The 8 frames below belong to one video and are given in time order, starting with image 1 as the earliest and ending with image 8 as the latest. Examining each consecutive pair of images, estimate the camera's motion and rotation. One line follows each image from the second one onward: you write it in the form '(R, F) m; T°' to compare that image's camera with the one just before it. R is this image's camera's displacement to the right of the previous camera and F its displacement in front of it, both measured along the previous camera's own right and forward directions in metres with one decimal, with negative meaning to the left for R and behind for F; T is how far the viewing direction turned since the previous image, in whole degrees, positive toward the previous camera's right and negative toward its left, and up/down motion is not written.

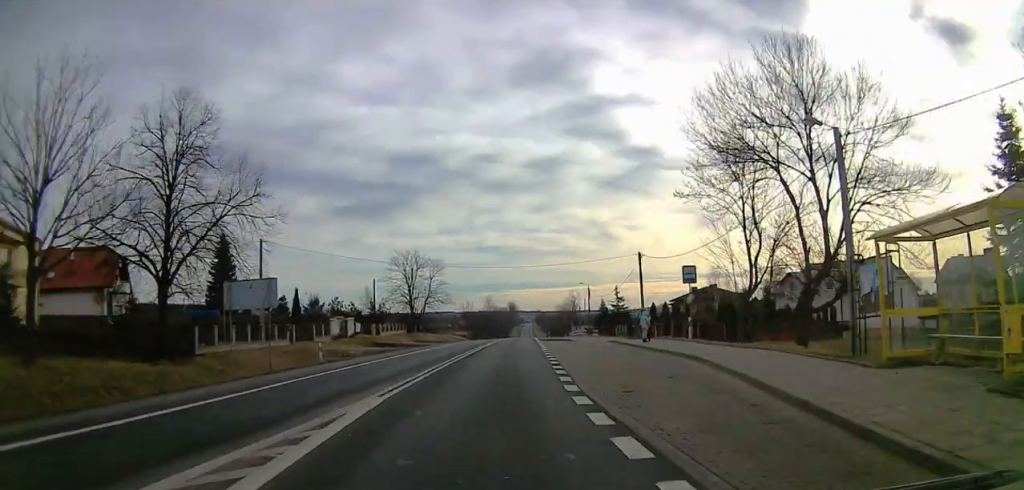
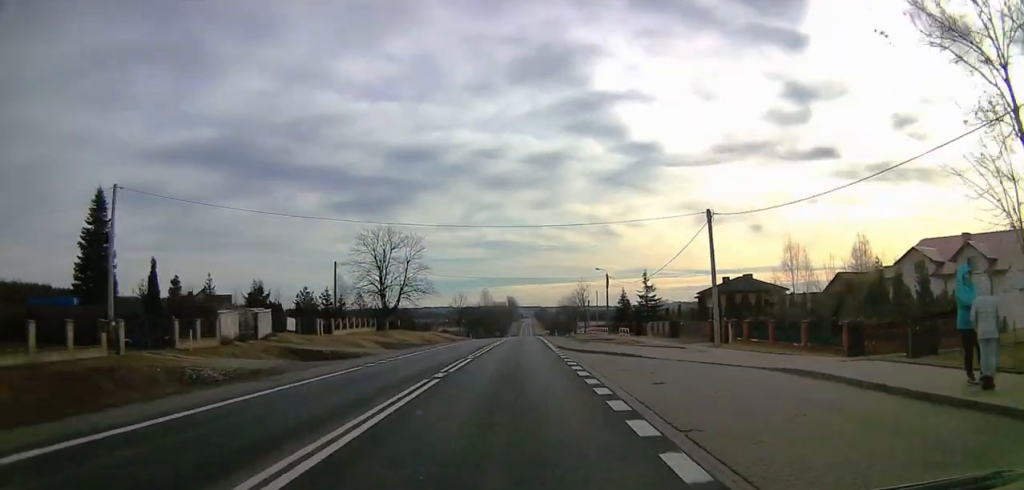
(+0.7, +22.8) m; +1°
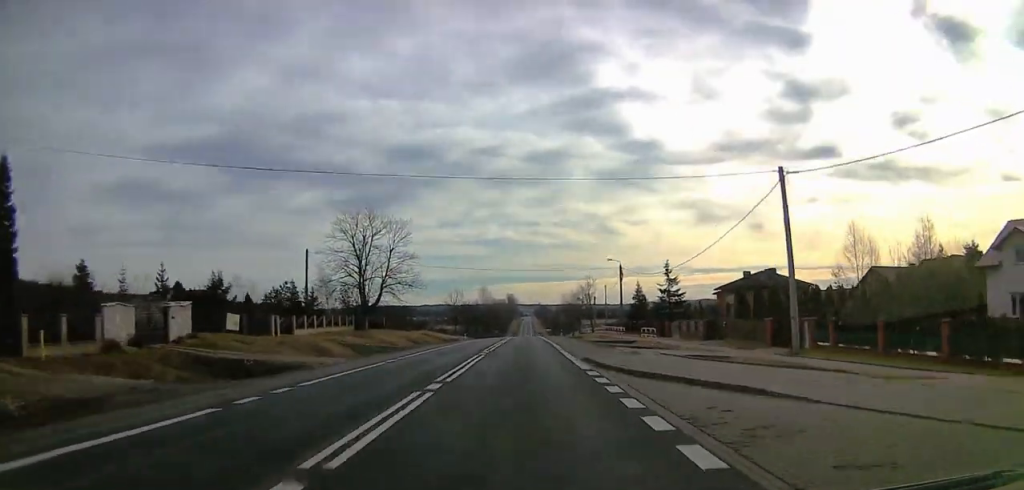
(+0.3, +11.6) m; 0°
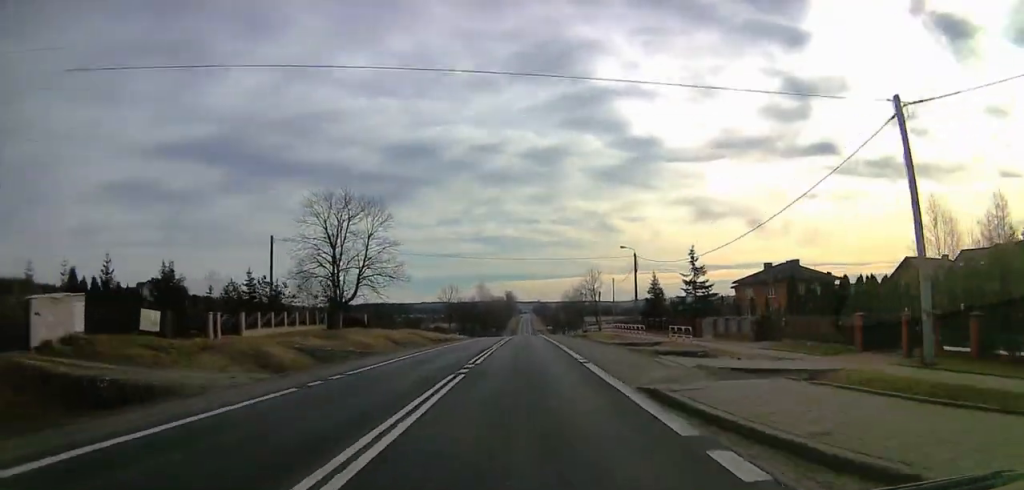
(-0.7, +10.4) m; +1°
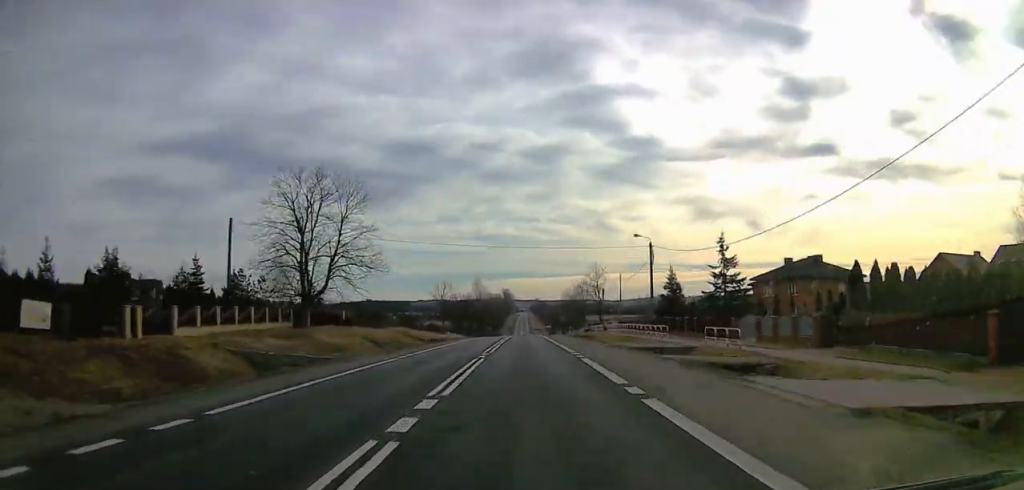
(-0.4, +9.0) m; +1°
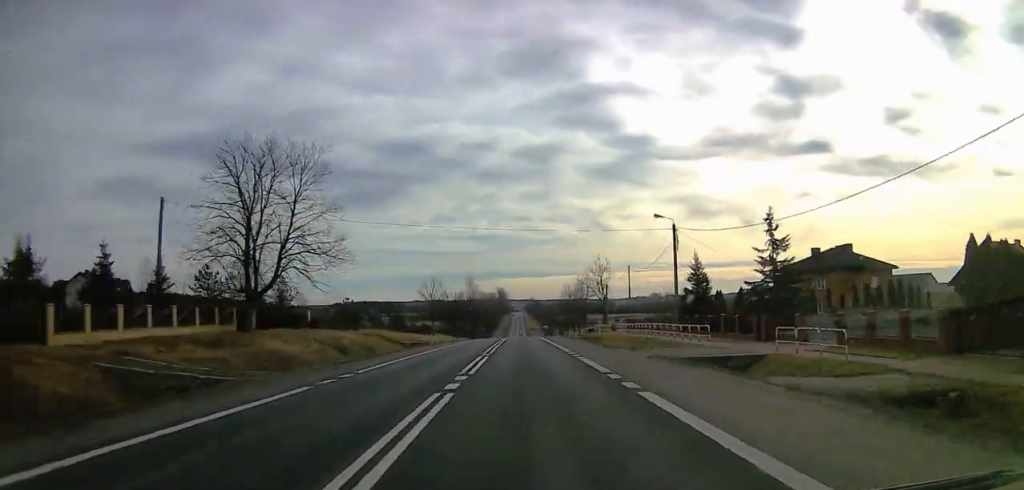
(+0.9, +10.6) m; +1°
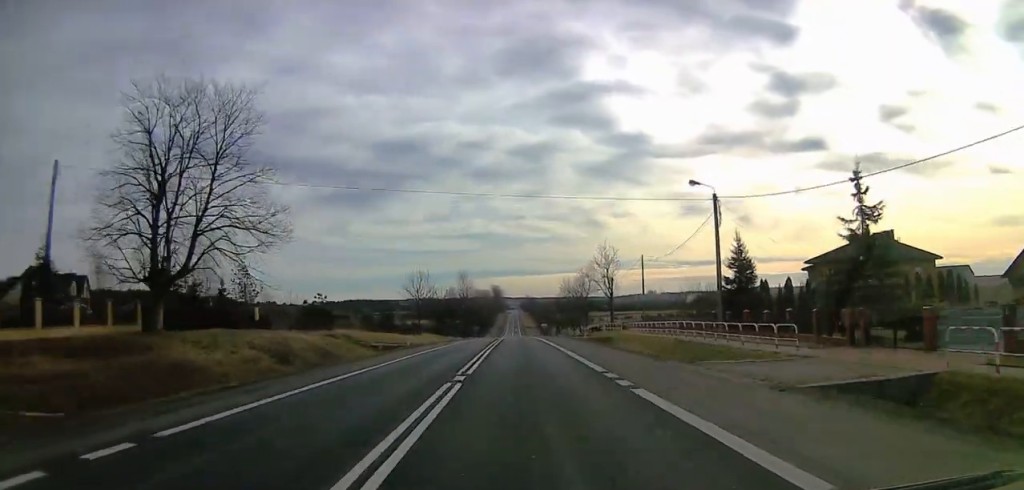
(+0.5, +11.3) m; +1°
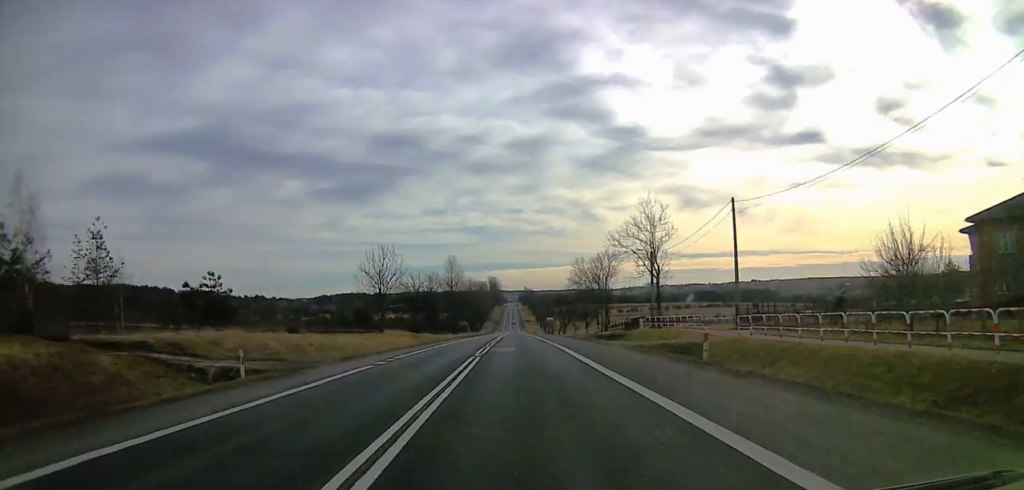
(-1.8, +30.4) m; -4°
